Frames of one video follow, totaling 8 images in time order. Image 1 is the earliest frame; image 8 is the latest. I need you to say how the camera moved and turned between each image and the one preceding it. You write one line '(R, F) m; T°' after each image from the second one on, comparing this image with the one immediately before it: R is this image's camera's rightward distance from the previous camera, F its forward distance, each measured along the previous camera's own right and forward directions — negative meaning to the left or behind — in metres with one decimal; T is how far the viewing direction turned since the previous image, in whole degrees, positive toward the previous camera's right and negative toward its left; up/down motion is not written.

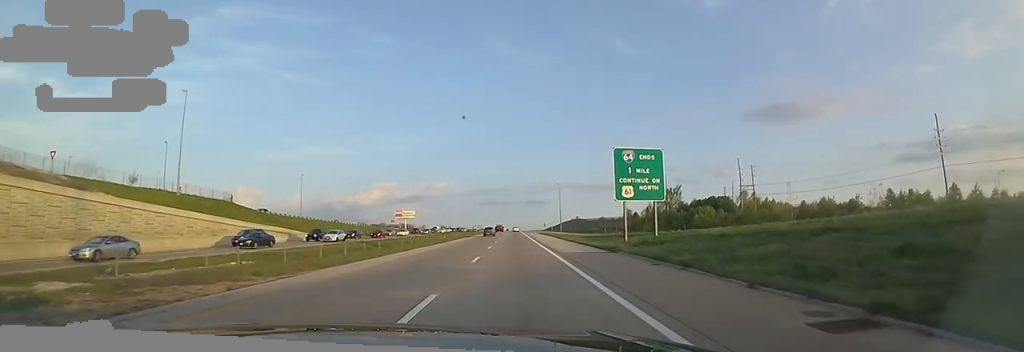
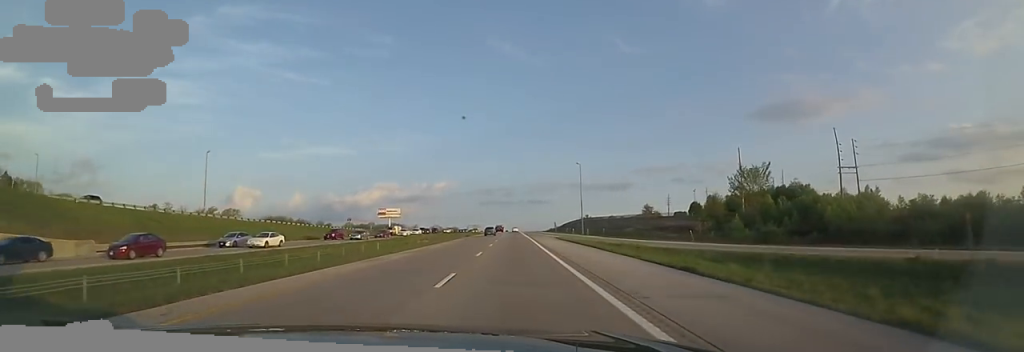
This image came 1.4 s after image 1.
(-1.2, +43.6) m; -1°
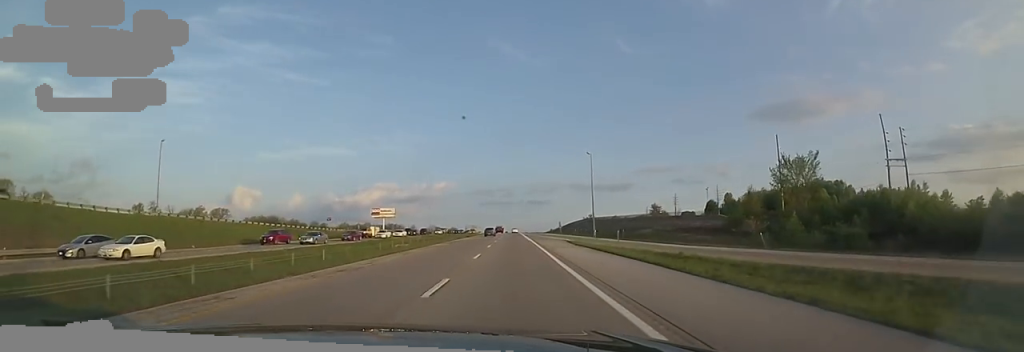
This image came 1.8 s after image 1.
(+0.5, +13.7) m; 0°
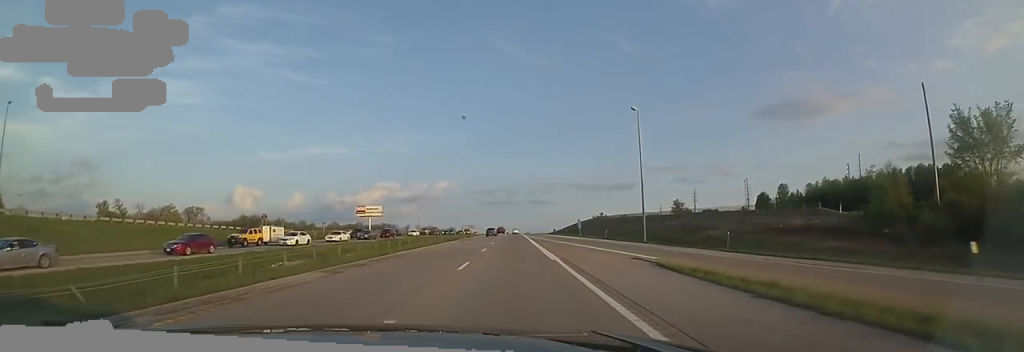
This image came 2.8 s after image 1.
(-0.1, +30.3) m; -1°
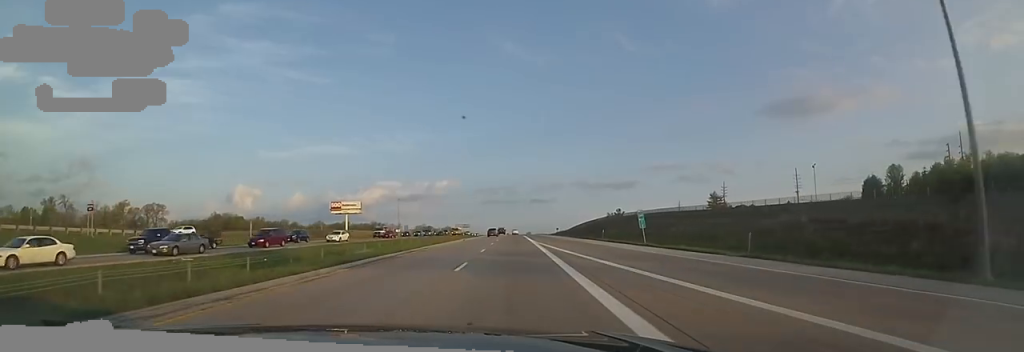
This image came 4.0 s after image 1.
(-0.6, +37.3) m; 0°
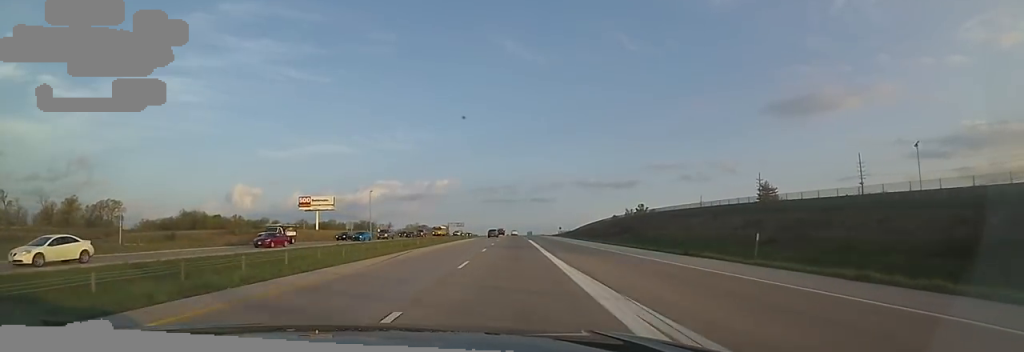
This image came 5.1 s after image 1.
(+0.4, +33.8) m; +1°
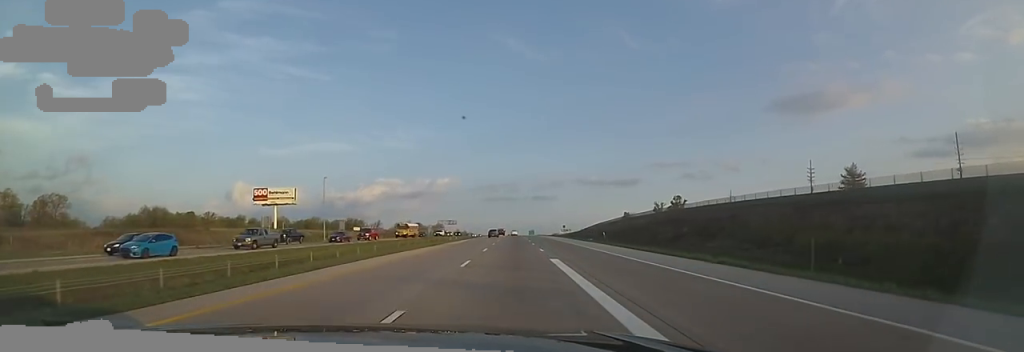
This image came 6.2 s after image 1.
(0.0, +35.5) m; +1°
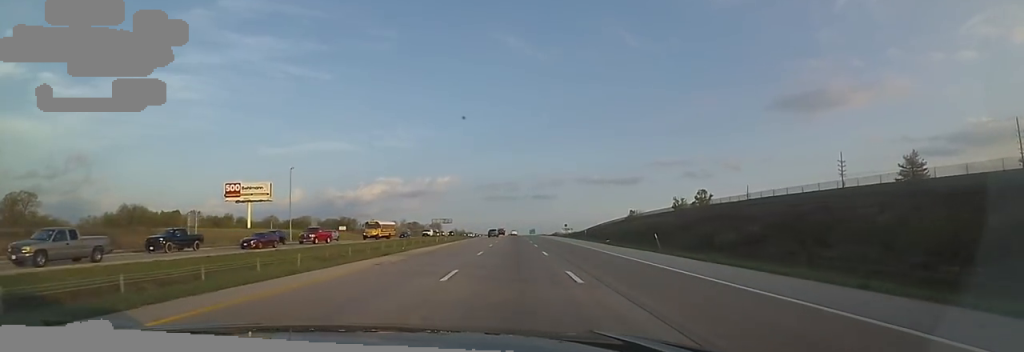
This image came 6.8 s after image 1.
(+0.3, +17.3) m; -1°
